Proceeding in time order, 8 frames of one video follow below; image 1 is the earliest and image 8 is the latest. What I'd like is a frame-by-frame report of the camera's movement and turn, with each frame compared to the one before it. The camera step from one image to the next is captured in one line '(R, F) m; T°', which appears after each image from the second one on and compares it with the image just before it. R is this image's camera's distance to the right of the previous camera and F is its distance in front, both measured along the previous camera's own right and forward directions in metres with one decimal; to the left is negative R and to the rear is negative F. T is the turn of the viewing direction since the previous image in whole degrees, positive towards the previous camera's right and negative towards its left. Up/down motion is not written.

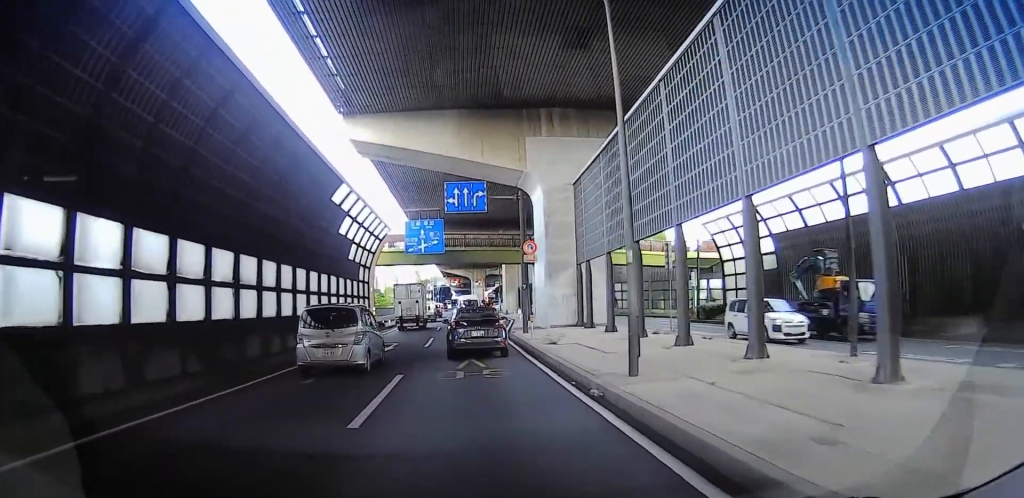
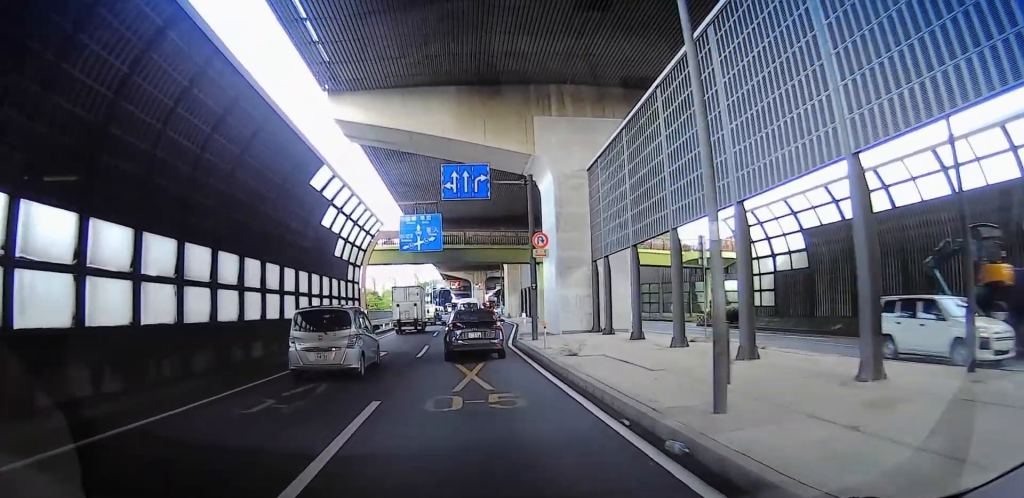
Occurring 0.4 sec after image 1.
(+0.1, +3.9) m; -4°
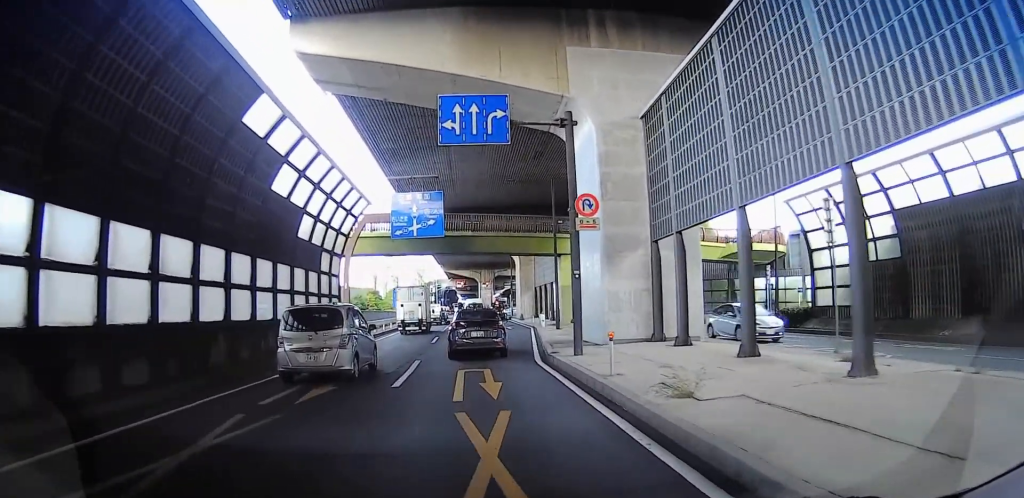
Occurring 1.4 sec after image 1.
(-0.8, +8.4) m; -3°
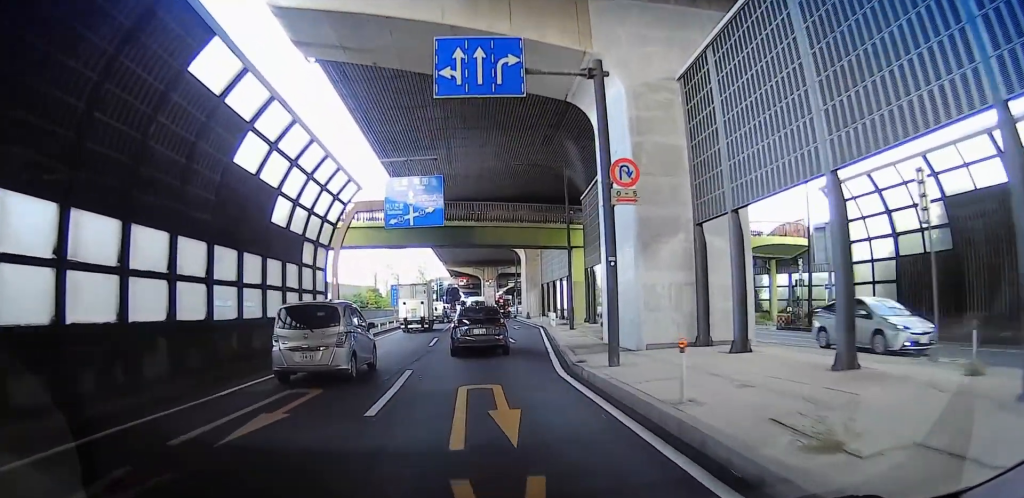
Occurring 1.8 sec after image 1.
(-0.5, +3.6) m; 0°
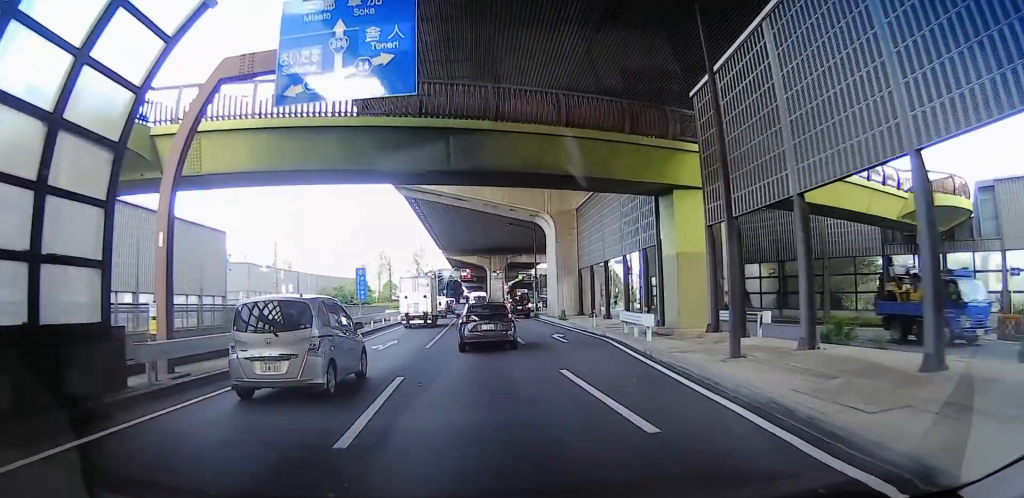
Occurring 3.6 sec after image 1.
(+2.5, +16.7) m; +8°
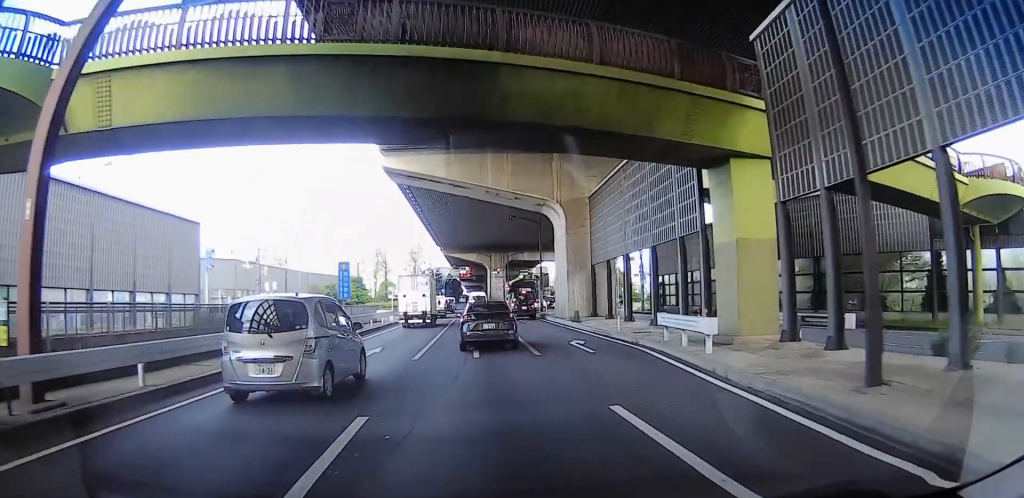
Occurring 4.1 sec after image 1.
(0.0, +4.6) m; -2°
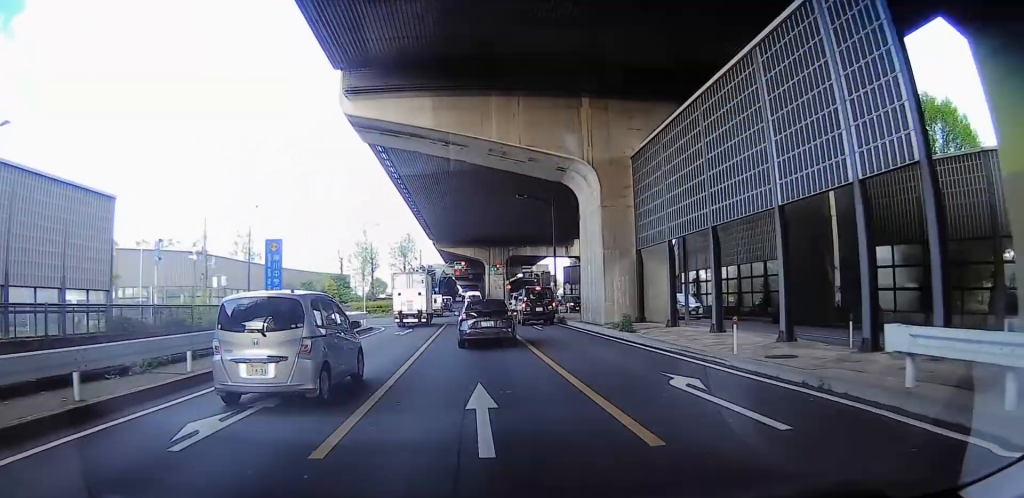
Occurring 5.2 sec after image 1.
(-0.5, +10.2) m; -5°
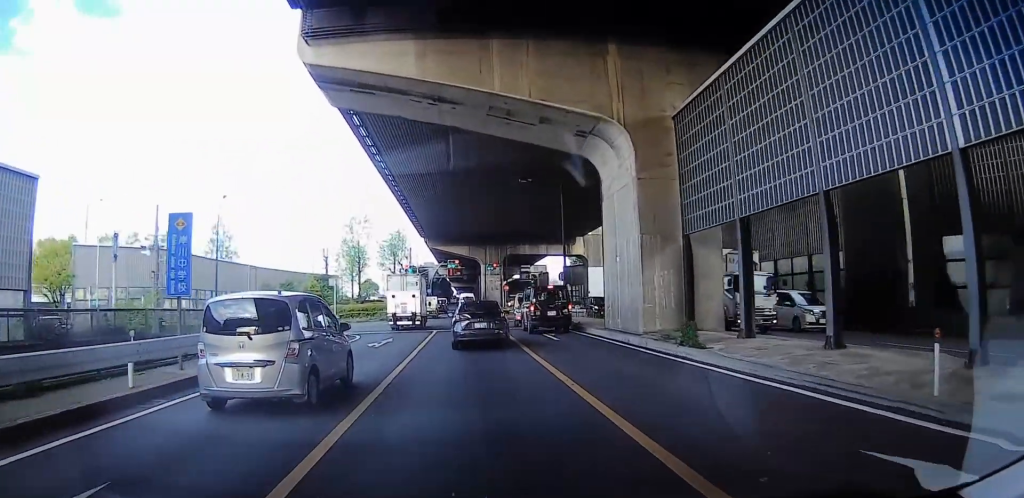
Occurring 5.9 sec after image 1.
(-0.3, +6.5) m; -3°
